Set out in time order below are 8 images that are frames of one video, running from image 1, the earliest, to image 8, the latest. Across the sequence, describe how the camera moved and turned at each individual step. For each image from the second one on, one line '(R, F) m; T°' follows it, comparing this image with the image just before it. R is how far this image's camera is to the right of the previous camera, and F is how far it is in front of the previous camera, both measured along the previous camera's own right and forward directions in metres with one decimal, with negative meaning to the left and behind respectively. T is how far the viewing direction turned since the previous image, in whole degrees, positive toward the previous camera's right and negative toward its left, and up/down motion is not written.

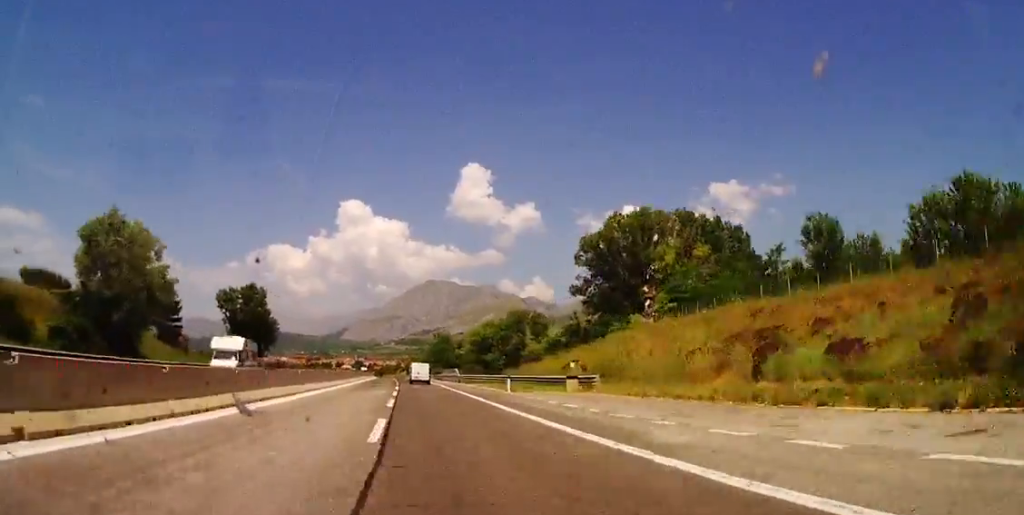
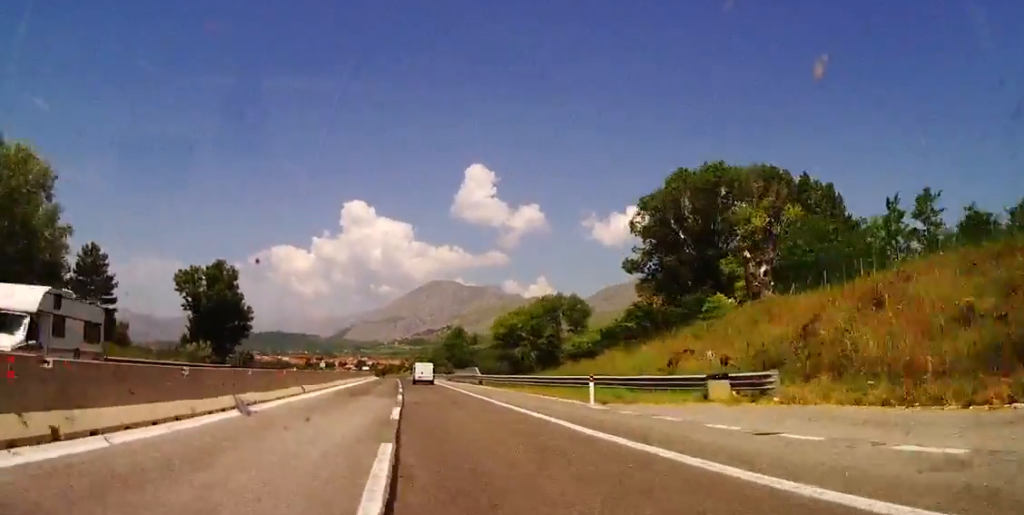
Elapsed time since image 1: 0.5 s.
(-0.1, +17.9) m; 0°
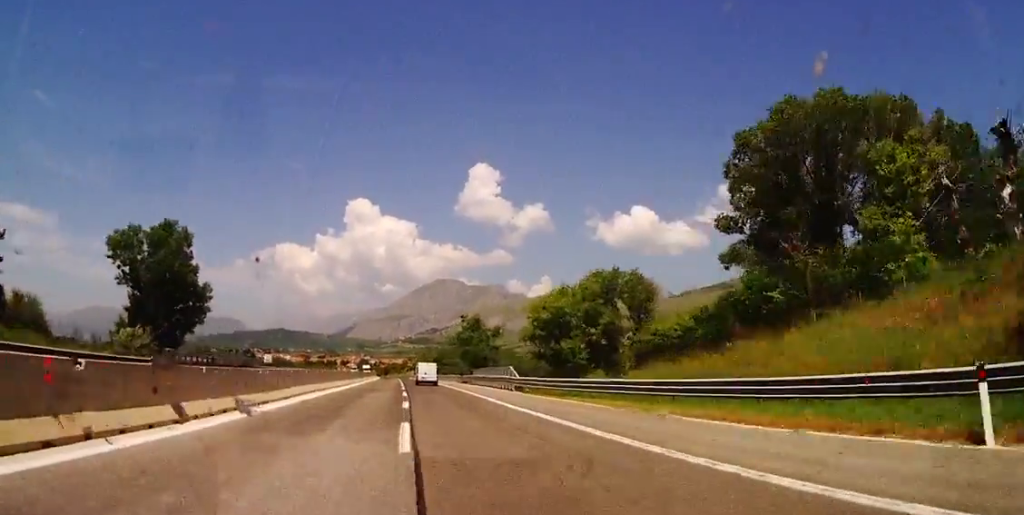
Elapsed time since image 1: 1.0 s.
(0.0, +18.0) m; 0°
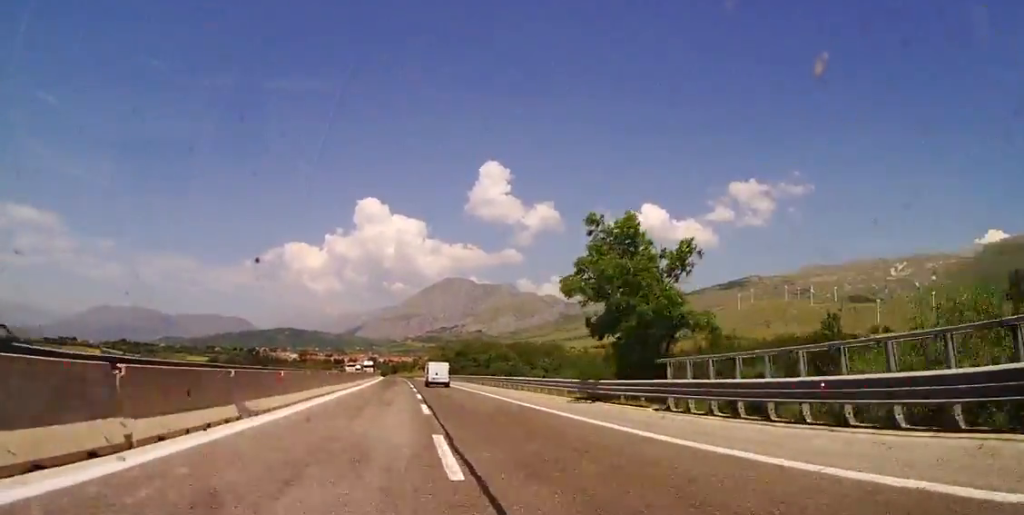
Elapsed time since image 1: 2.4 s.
(-0.1, +49.1) m; -1°
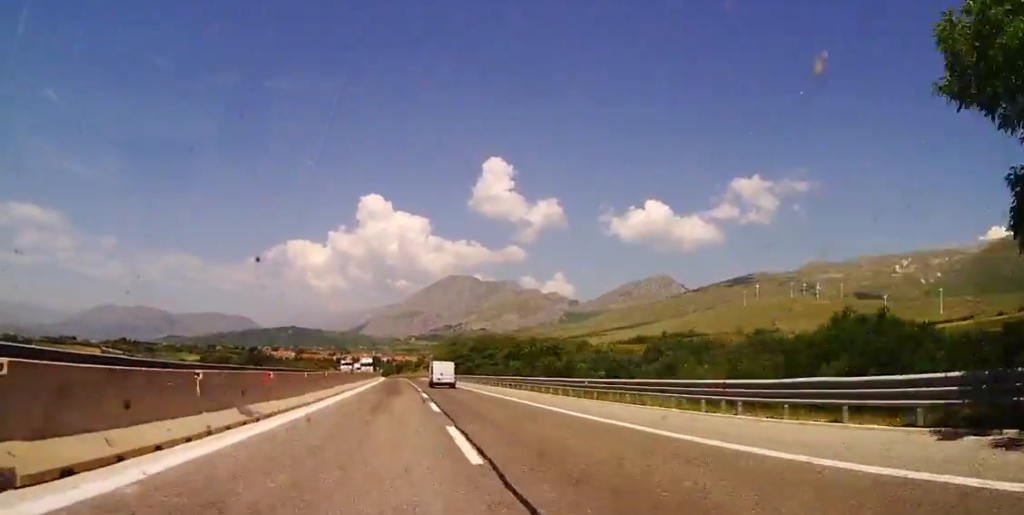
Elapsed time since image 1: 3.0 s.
(-0.1, +21.6) m; 0°
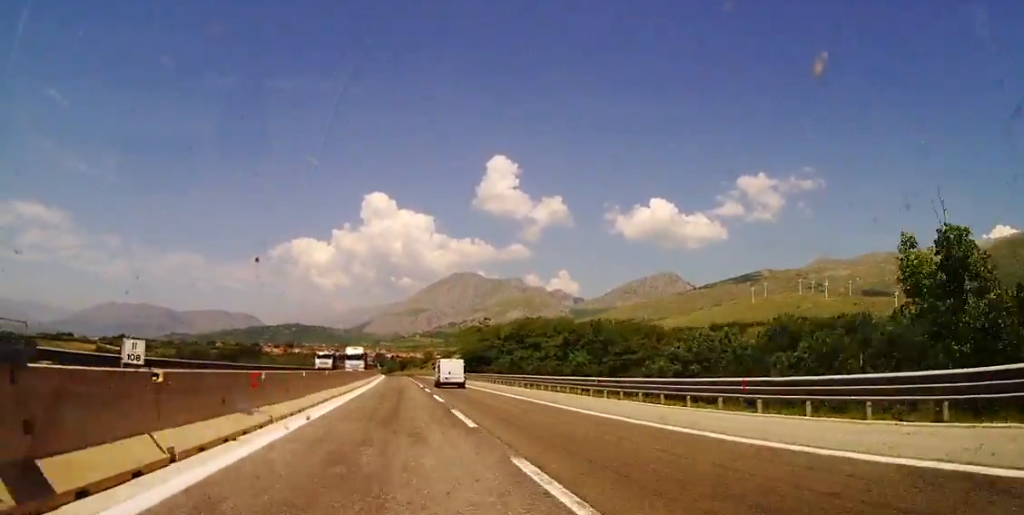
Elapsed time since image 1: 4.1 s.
(-0.3, +39.8) m; -1°
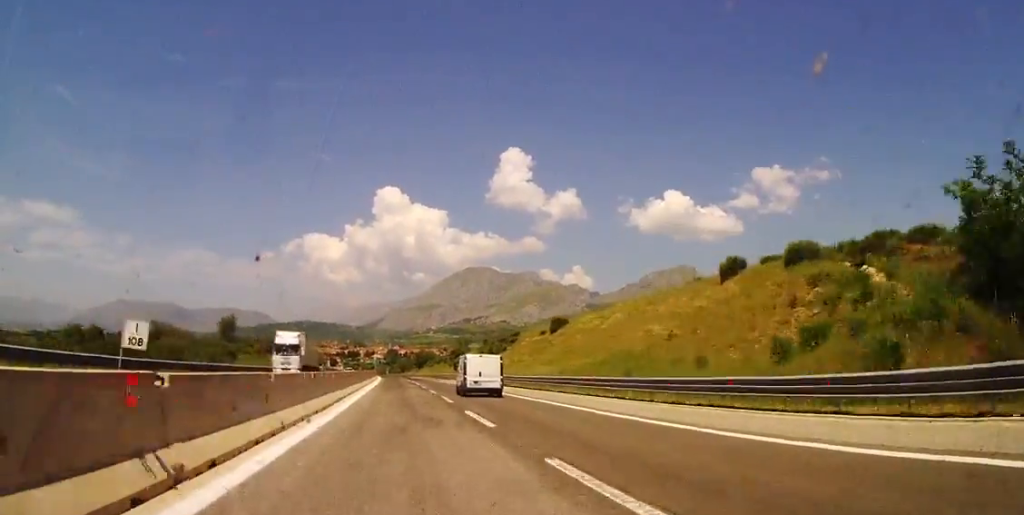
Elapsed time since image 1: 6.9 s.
(-0.7, +105.3) m; -1°
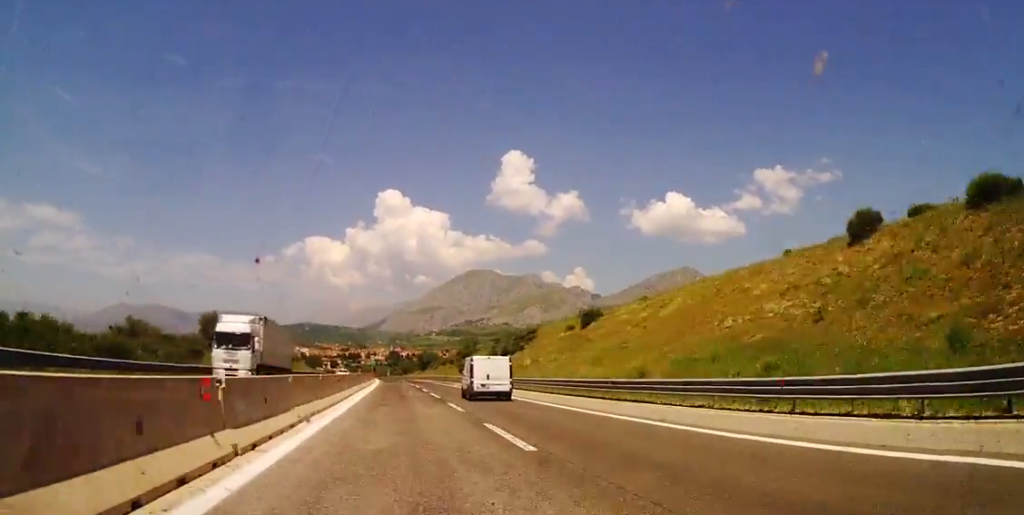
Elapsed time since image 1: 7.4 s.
(0.0, +16.0) m; 0°
